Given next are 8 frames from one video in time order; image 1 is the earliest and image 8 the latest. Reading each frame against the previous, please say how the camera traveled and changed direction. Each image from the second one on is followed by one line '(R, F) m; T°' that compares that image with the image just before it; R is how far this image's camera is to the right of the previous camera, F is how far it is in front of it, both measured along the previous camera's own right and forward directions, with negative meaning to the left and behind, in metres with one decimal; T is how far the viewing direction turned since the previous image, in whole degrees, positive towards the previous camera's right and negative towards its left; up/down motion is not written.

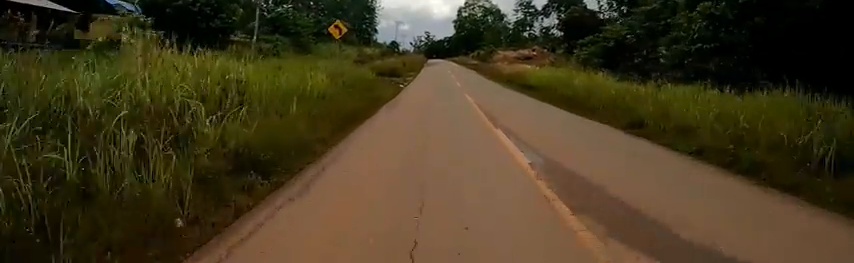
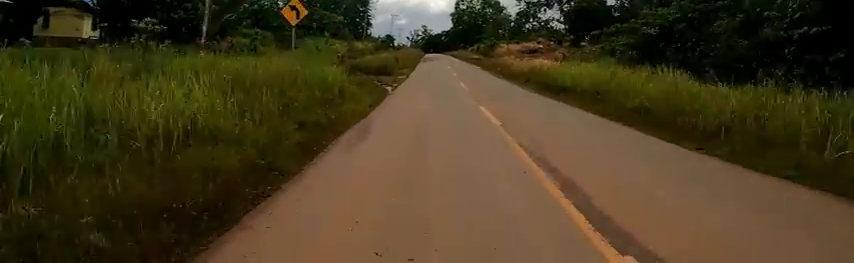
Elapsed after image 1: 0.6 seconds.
(-0.5, +5.9) m; -3°
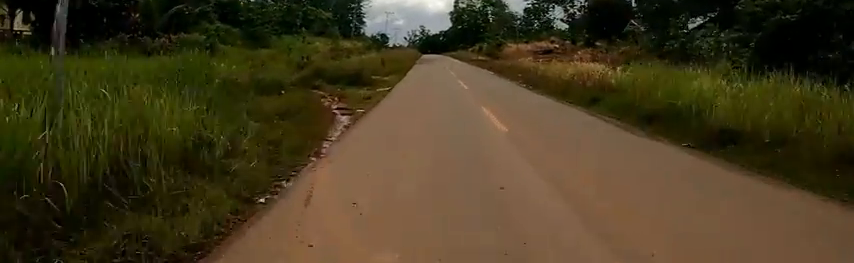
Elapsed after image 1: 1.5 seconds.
(-0.3, +9.6) m; +7°
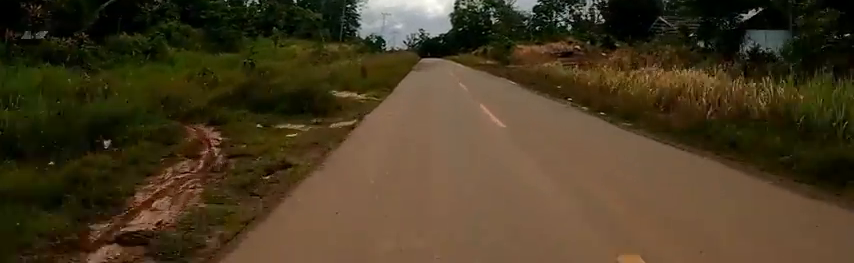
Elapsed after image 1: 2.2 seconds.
(+0.4, +7.6) m; +7°
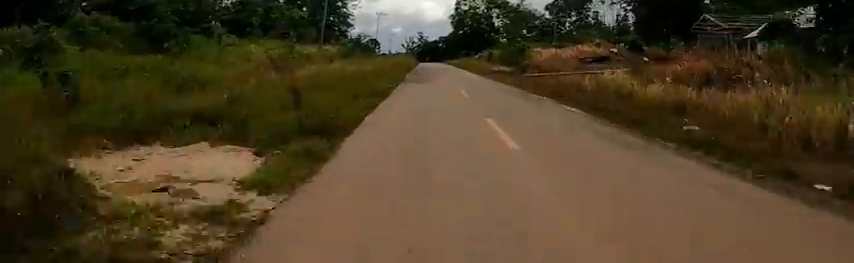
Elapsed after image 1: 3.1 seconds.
(+1.8, +9.0) m; -5°
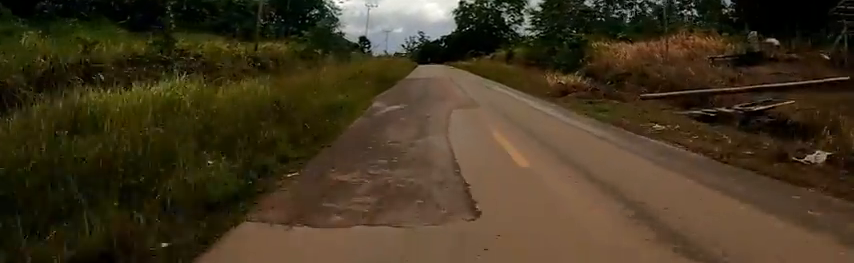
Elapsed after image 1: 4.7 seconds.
(-4.5, +18.0) m; -11°
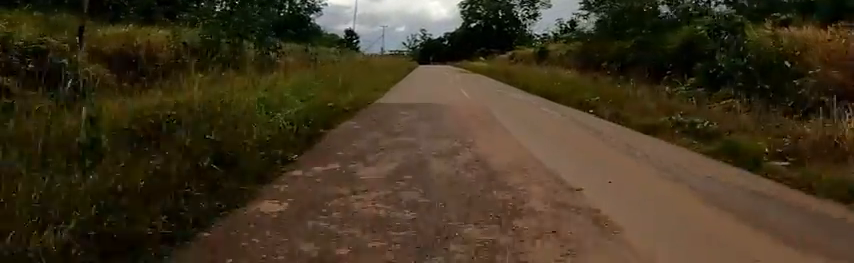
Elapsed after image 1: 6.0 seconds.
(+0.3, +15.9) m; +1°
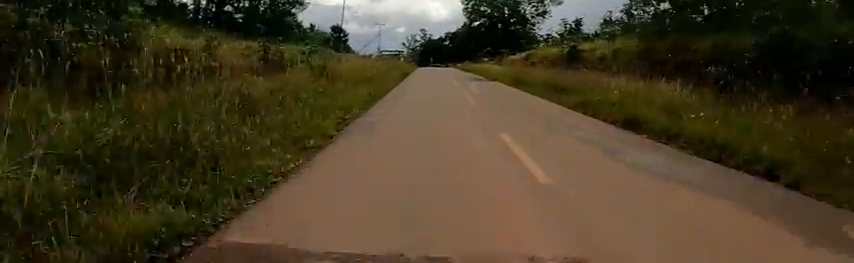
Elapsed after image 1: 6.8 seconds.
(0.0, +9.5) m; +1°
